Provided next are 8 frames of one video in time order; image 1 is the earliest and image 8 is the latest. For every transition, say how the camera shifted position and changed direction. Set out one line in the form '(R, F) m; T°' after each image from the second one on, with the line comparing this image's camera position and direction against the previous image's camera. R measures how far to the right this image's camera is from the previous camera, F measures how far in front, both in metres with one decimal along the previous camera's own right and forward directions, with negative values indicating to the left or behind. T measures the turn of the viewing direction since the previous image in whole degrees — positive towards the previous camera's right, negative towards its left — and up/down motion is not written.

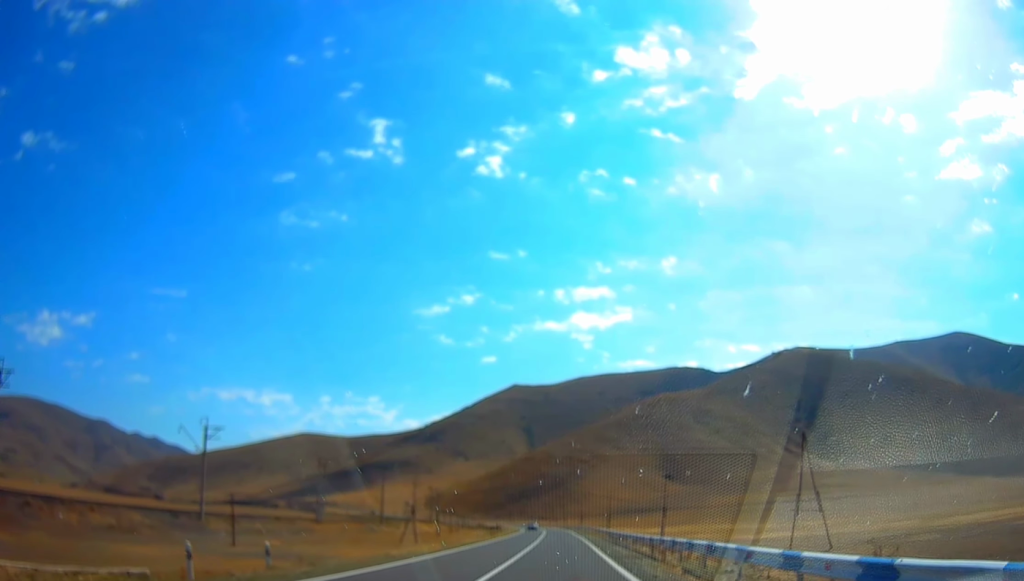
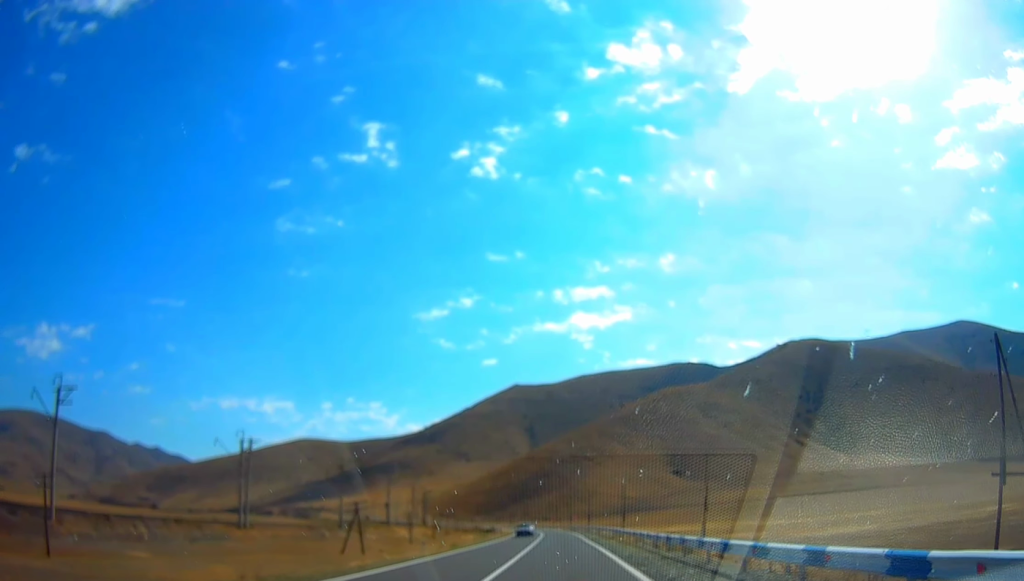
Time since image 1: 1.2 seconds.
(-0.2, +27.1) m; +1°
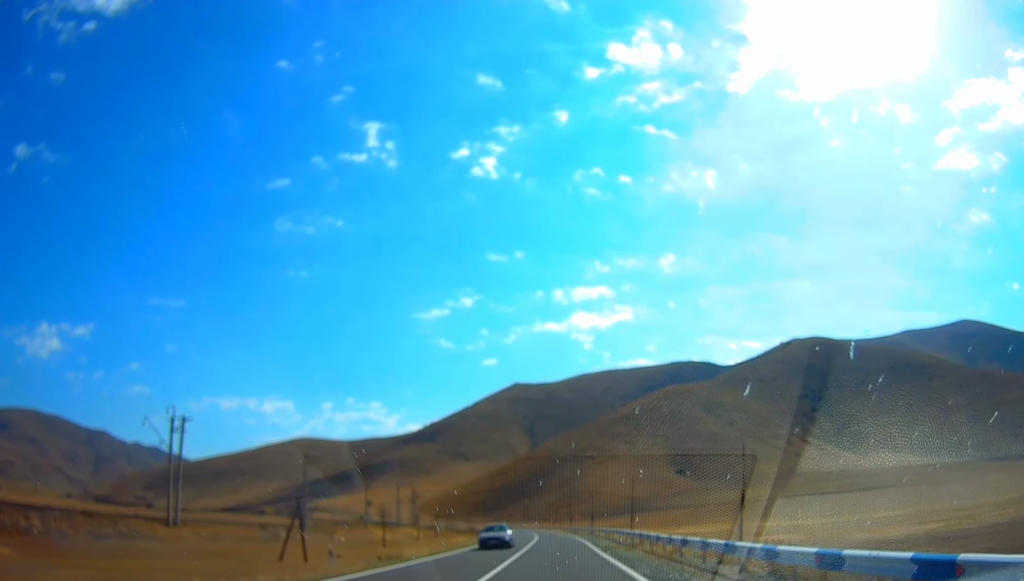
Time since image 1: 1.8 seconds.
(+0.2, +15.5) m; 0°
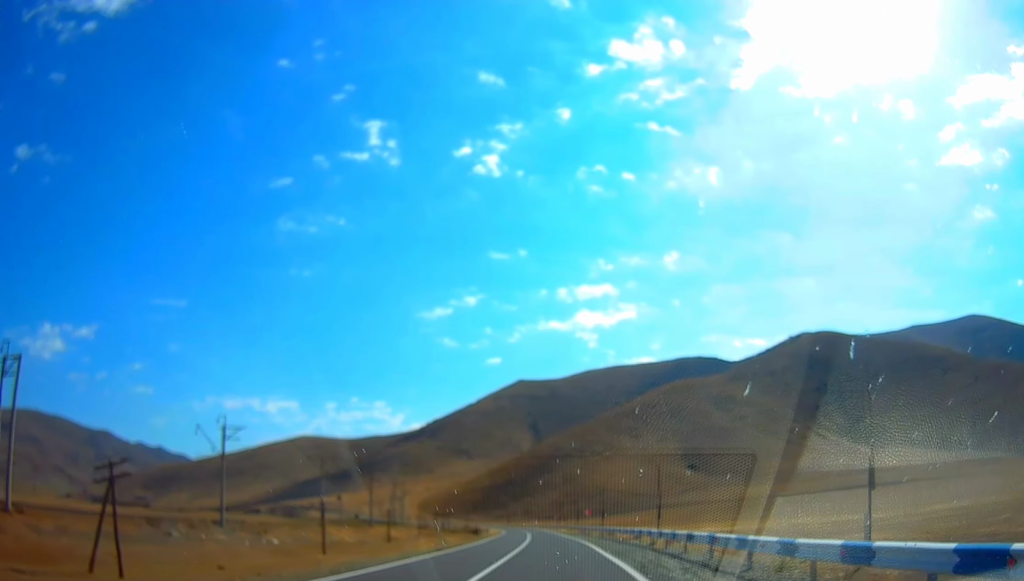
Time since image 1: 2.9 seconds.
(0.0, +25.2) m; -1°
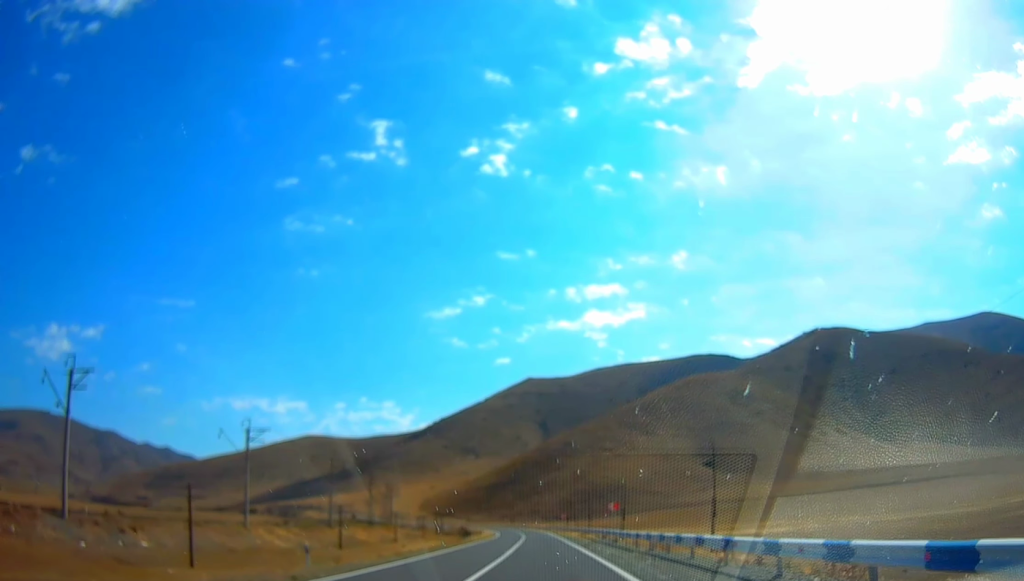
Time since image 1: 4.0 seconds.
(-0.3, +26.4) m; -2°
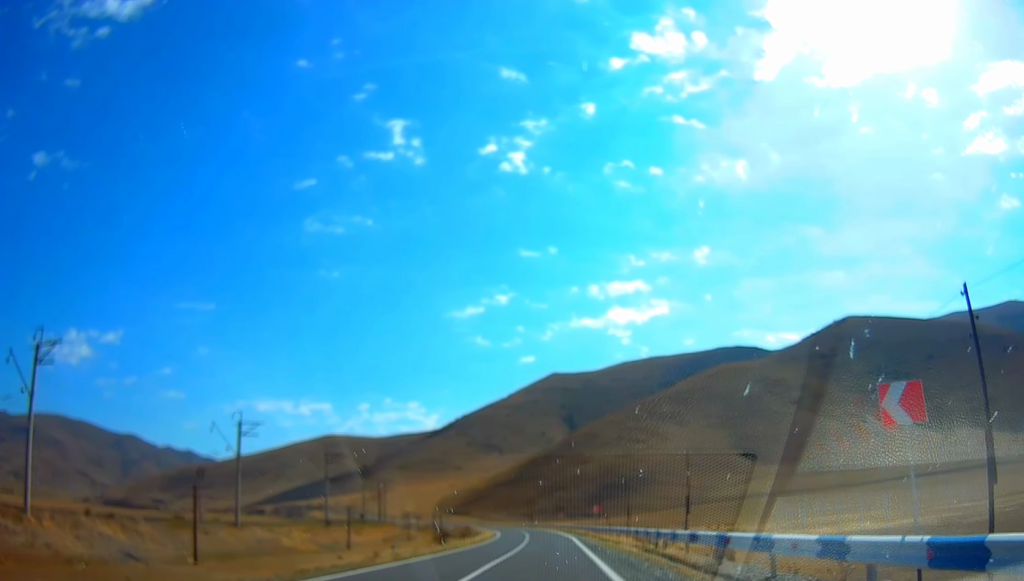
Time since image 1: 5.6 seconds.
(-0.5, +36.1) m; -1°
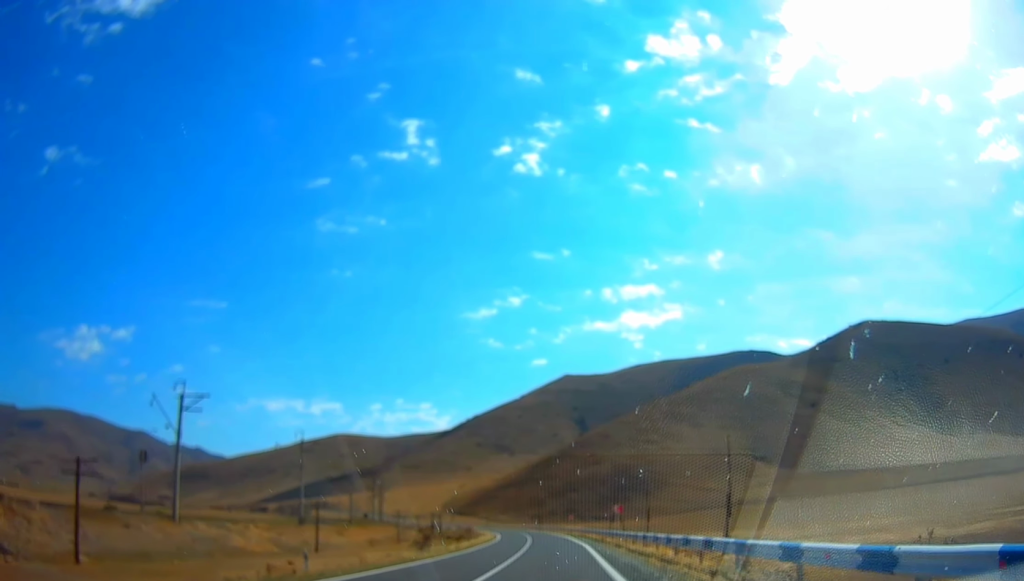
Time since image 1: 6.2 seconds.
(+0.4, +13.2) m; -1°
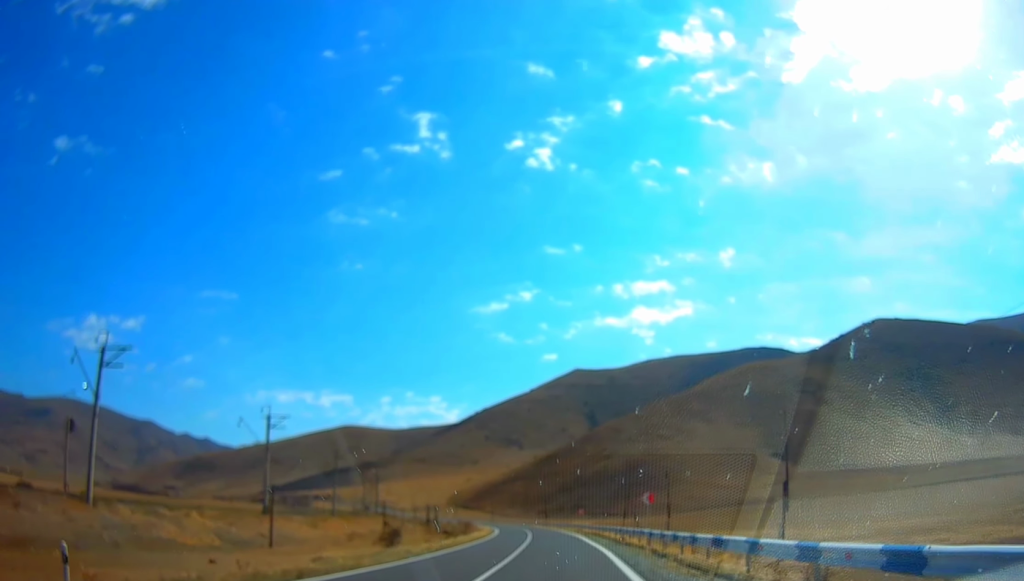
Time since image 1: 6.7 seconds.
(-0.1, +12.4) m; -1°
